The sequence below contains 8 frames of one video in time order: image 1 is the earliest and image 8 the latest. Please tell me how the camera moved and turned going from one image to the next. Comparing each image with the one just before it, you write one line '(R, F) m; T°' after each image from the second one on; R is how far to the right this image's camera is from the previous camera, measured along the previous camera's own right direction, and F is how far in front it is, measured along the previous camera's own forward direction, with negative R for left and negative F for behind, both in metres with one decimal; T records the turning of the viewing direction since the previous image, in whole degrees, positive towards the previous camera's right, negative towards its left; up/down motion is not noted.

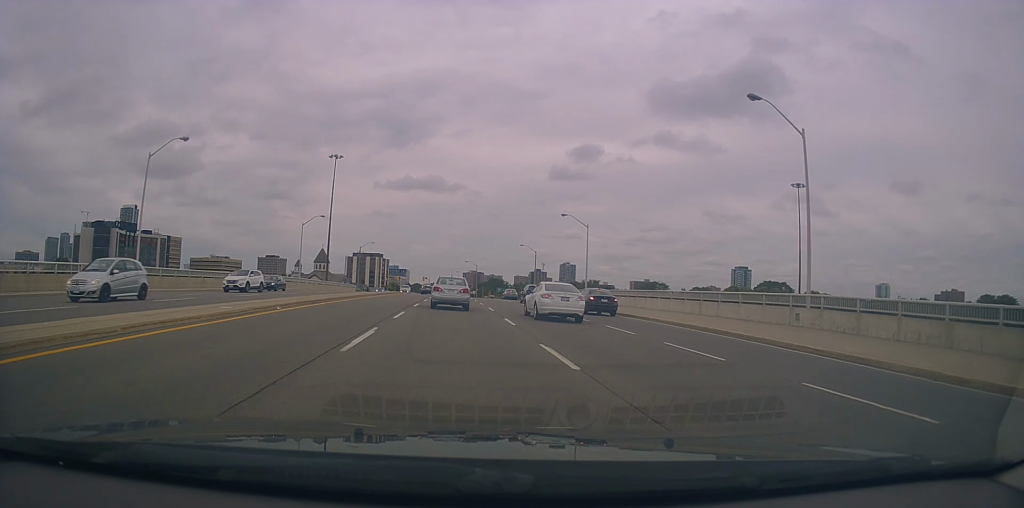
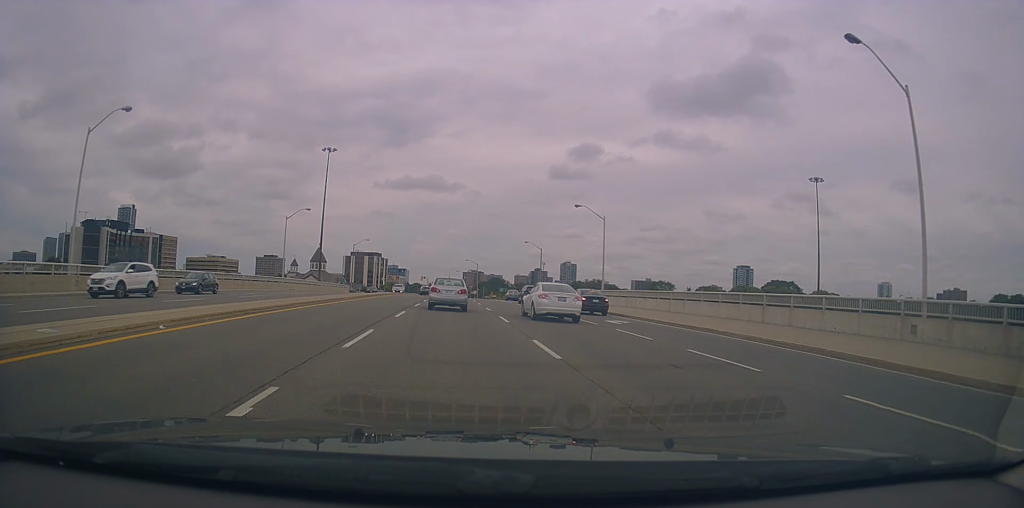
(-0.1, +7.7) m; -1°
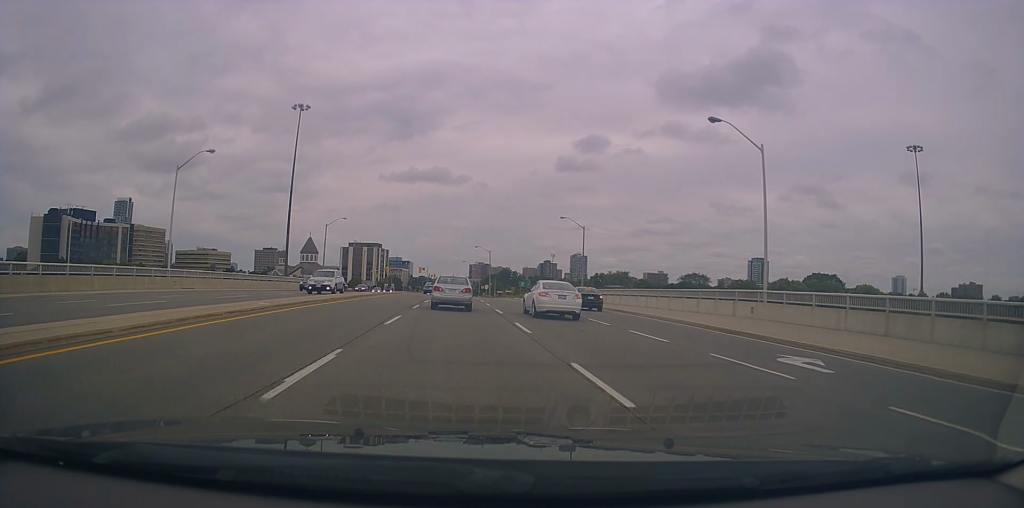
(+0.4, +32.0) m; +1°
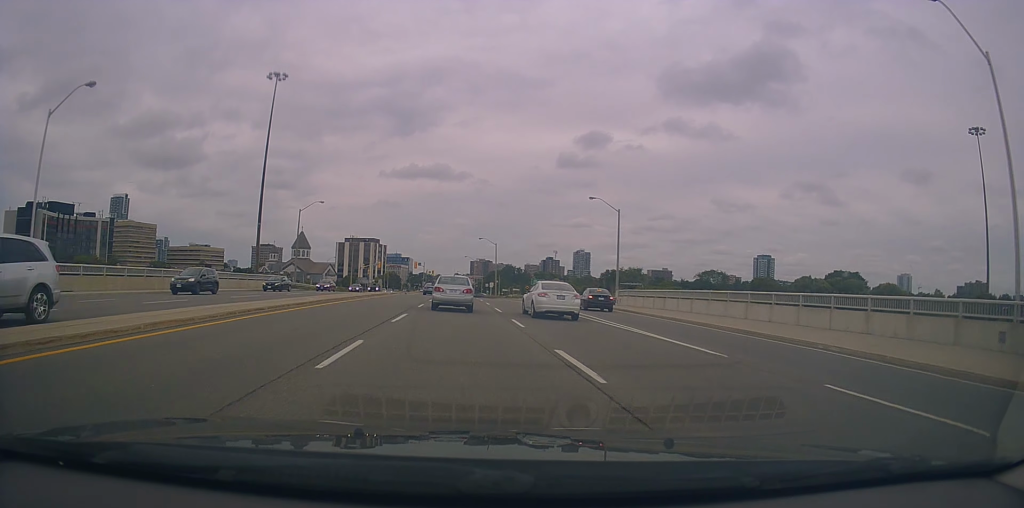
(-0.2, +16.8) m; -1°
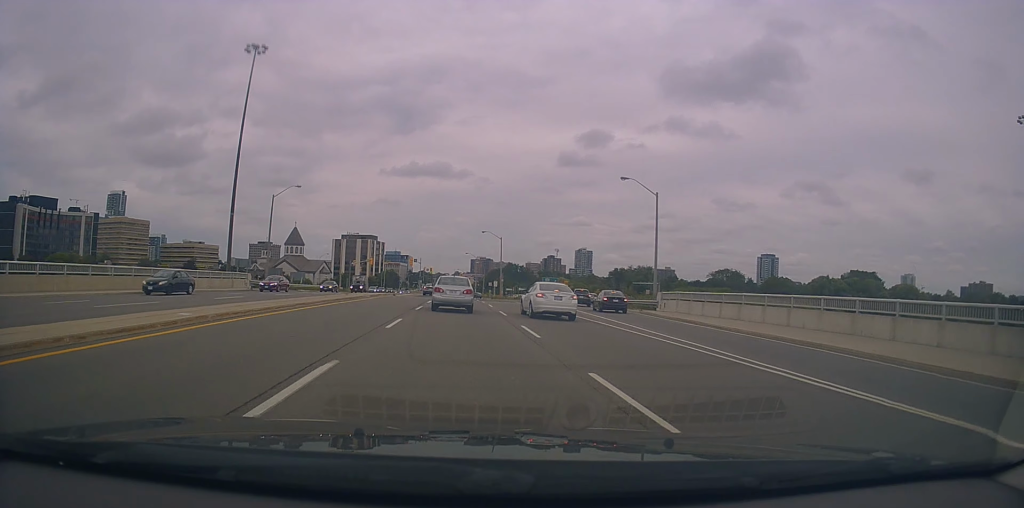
(-0.2, +12.2) m; 0°
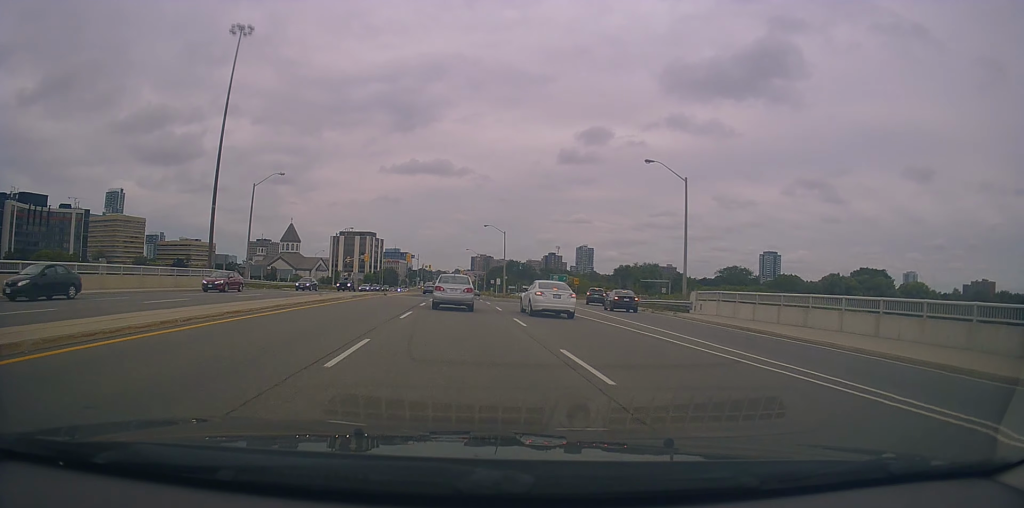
(+0.1, +6.8) m; 0°
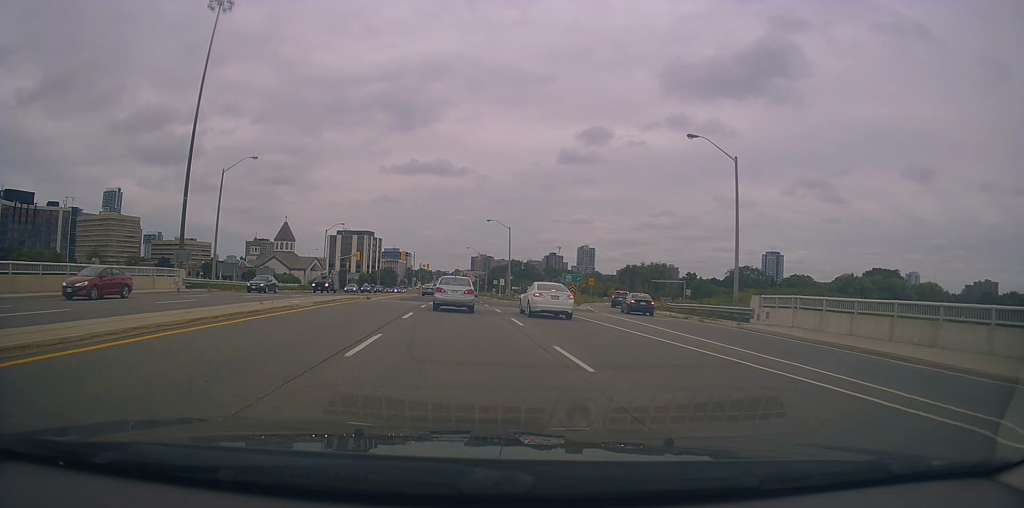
(0.0, +8.7) m; +1°
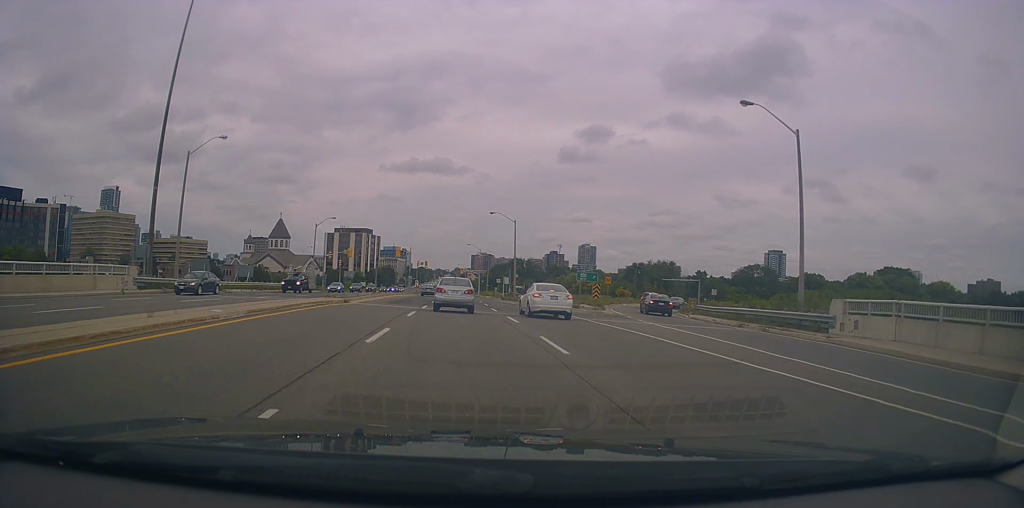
(-0.1, +7.6) m; +1°
